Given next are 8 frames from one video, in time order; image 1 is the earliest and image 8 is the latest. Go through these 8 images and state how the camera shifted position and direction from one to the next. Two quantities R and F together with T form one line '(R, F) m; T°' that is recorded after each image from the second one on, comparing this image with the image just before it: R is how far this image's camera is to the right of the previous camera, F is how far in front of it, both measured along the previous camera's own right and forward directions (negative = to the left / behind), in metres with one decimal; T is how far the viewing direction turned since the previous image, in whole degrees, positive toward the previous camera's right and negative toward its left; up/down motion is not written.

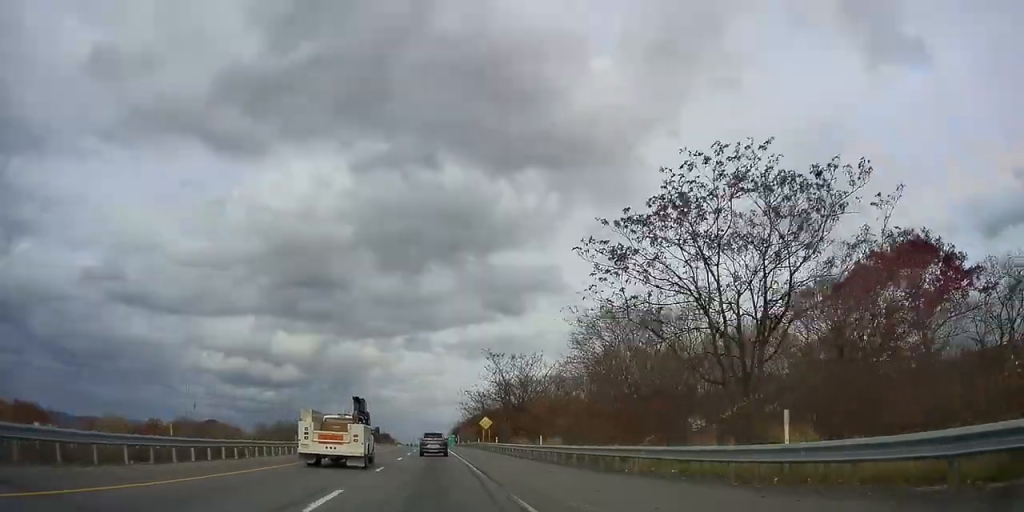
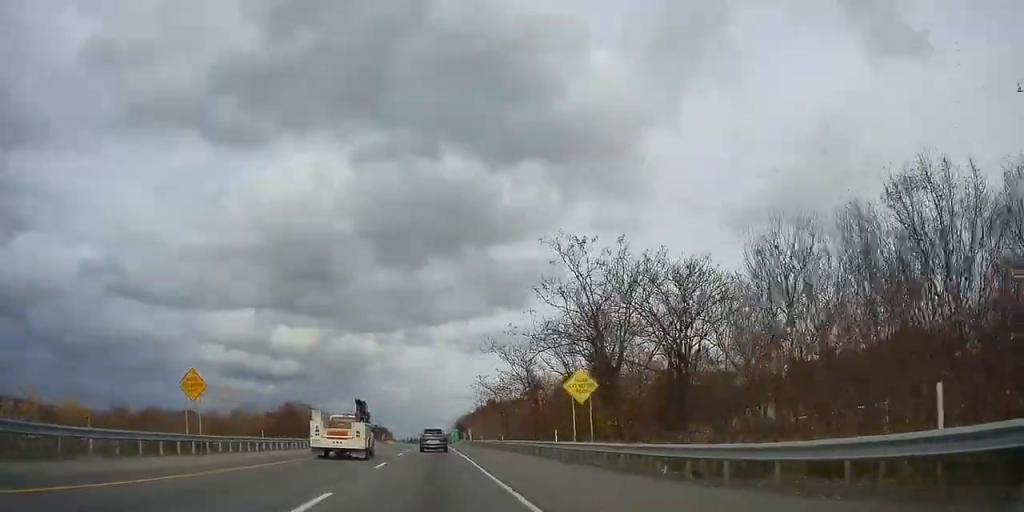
(-0.2, +48.7) m; 0°
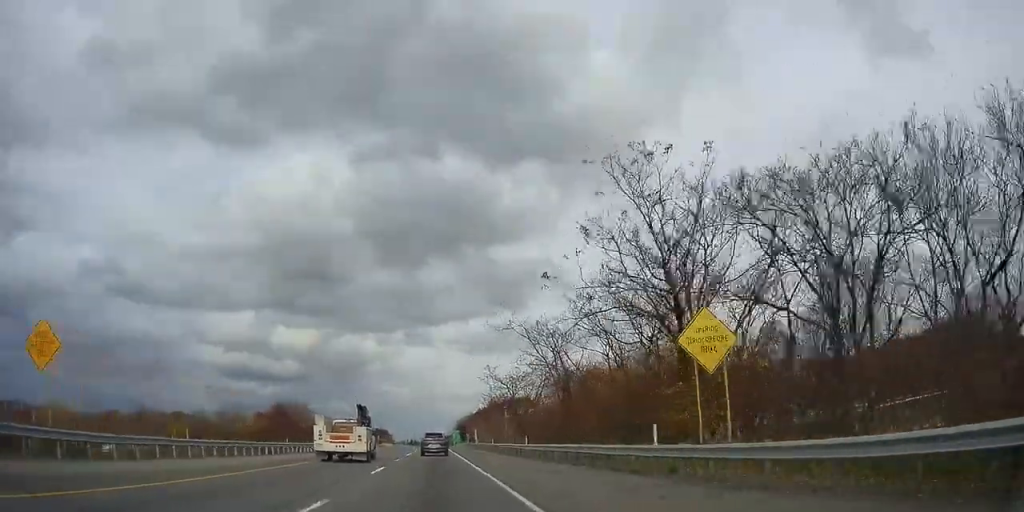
(+0.1, +12.8) m; 0°
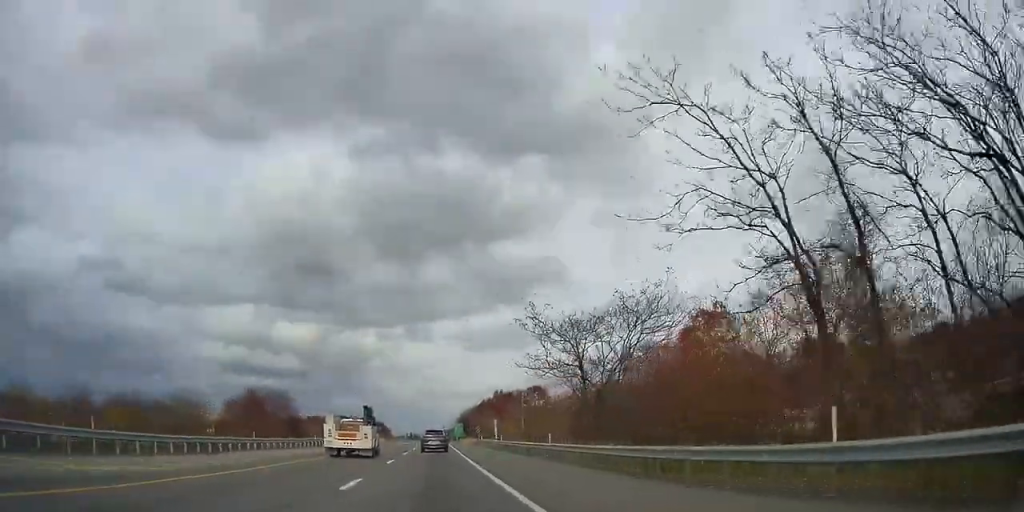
(-0.3, +30.0) m; 0°
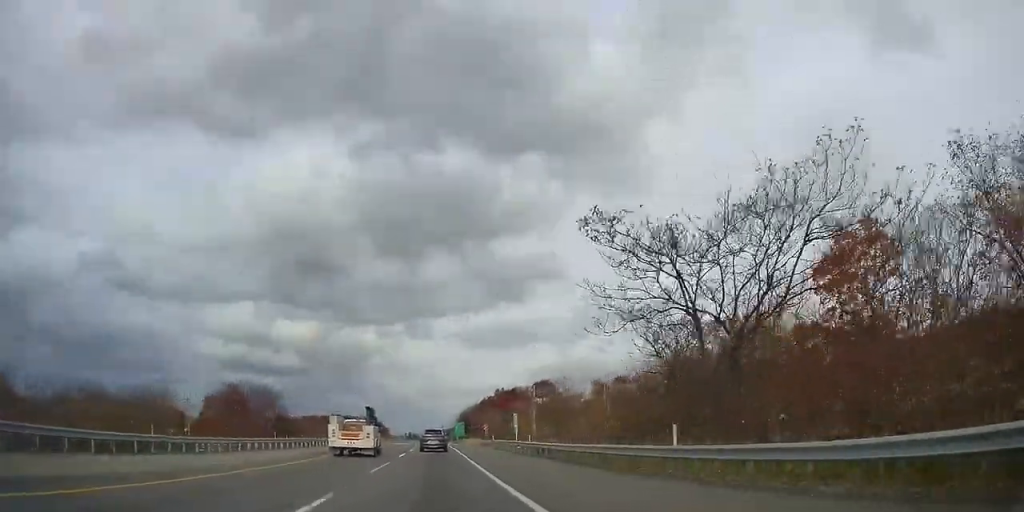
(+0.2, +16.1) m; 0°
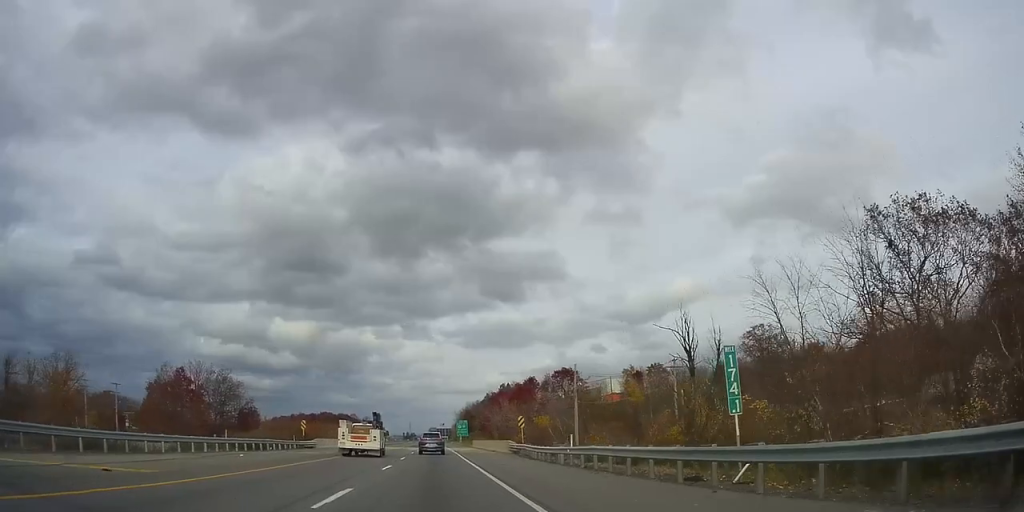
(+0.1, +34.4) m; 0°
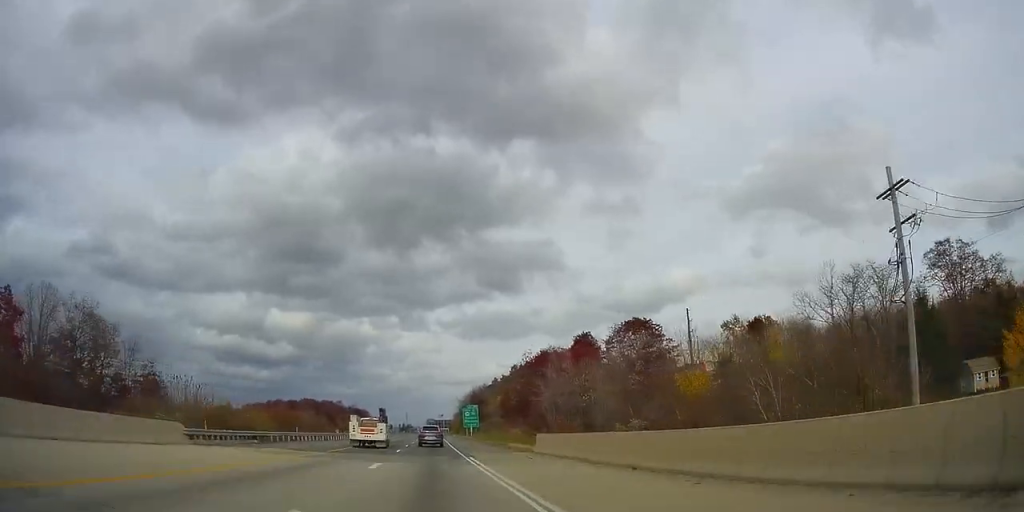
(-0.2, +60.0) m; 0°
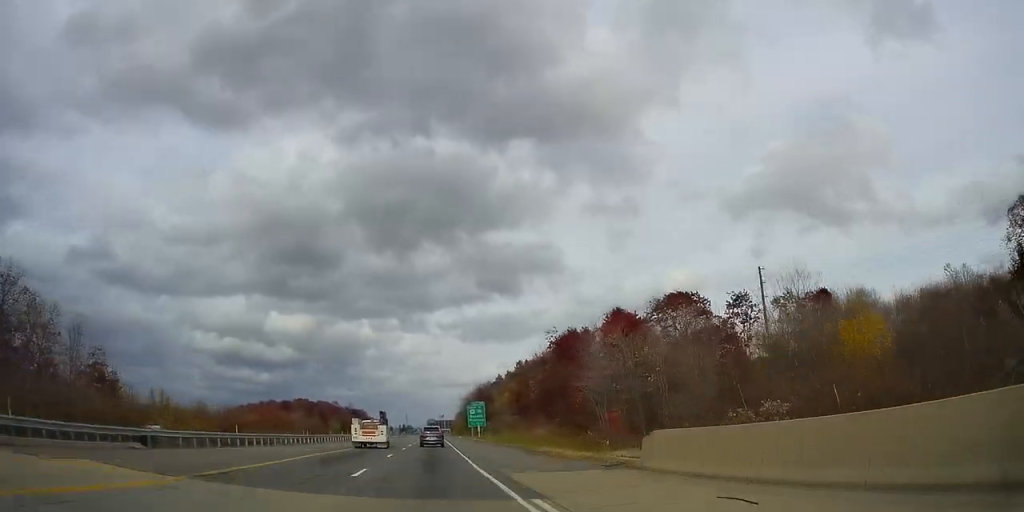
(0.0, +18.4) m; 0°
